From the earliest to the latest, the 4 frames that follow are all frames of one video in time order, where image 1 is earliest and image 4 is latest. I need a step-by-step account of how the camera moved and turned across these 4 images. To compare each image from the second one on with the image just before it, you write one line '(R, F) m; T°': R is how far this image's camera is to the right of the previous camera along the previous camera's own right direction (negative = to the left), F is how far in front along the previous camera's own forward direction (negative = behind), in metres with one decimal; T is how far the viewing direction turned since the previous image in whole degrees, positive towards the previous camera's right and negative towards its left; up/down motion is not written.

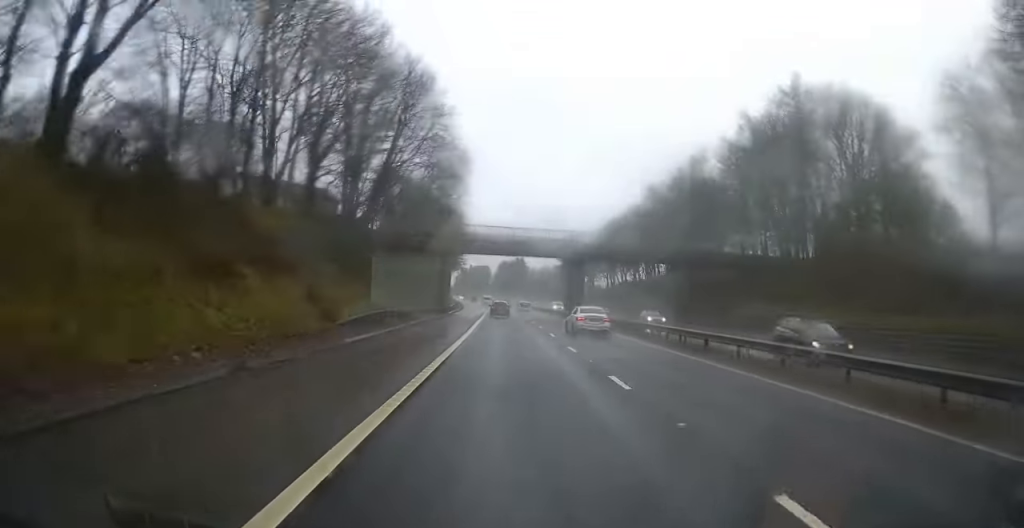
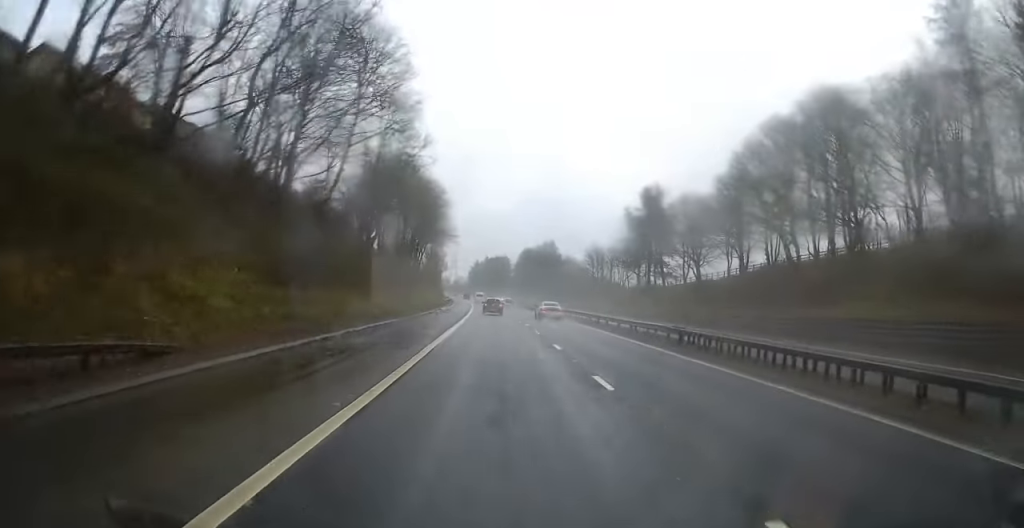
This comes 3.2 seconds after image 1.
(-0.5, +78.2) m; -1°
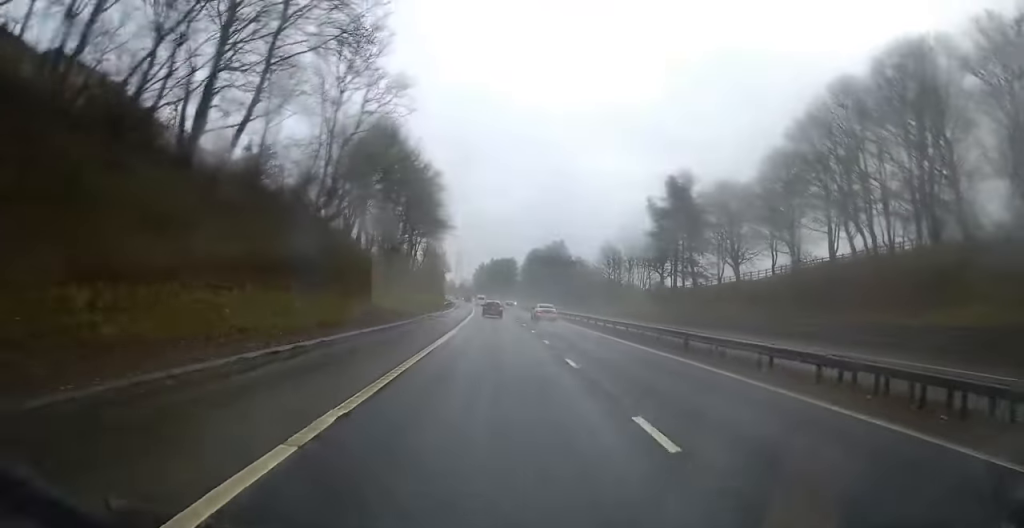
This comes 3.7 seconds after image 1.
(-0.1, +13.1) m; 0°
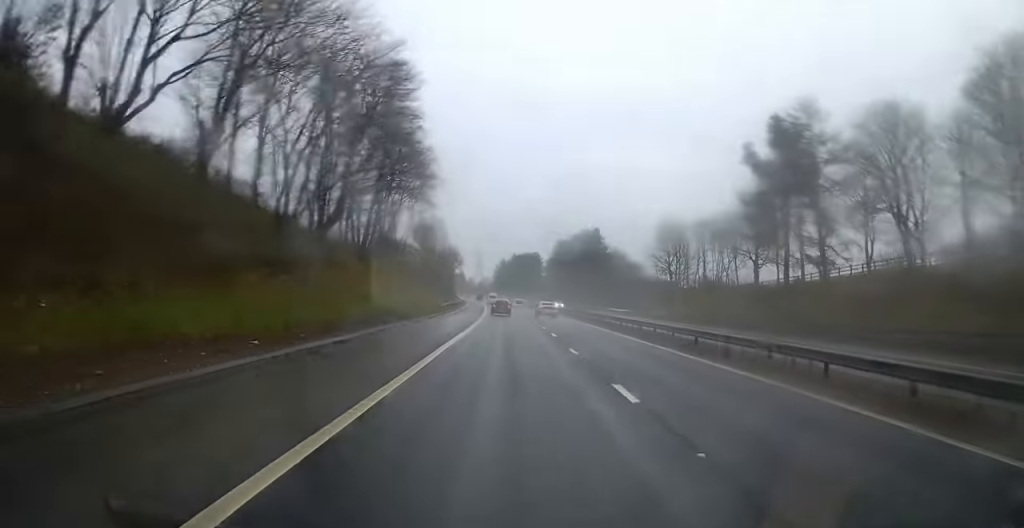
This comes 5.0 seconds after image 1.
(-0.1, +32.0) m; -1°
